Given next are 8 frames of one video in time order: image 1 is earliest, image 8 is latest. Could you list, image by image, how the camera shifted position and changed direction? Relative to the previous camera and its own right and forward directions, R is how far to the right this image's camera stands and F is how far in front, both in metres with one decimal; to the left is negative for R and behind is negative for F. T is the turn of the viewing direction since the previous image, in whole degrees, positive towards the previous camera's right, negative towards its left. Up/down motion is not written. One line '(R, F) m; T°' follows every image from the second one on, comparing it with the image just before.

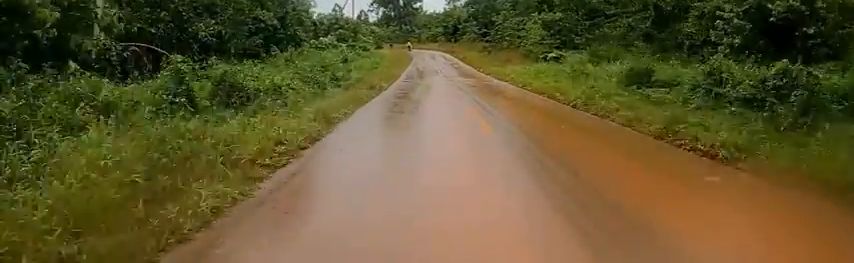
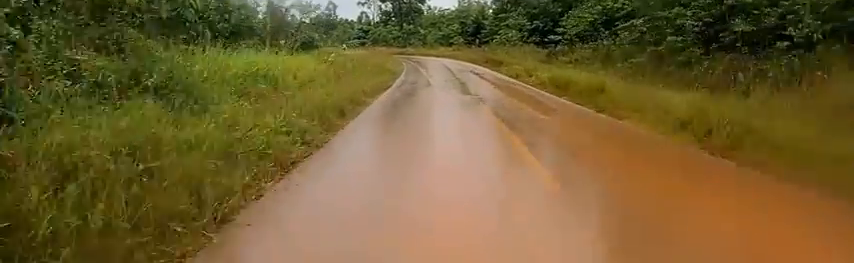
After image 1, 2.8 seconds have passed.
(-0.3, +34.3) m; 0°
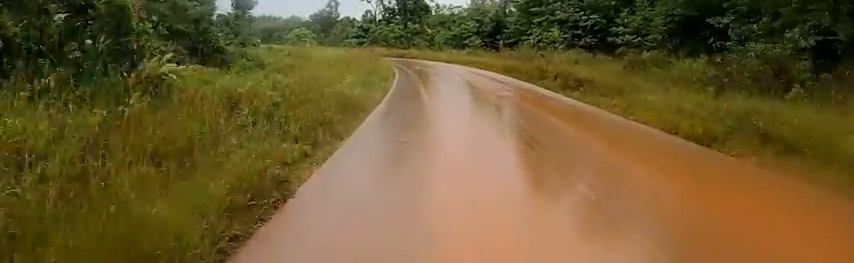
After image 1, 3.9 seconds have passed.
(-0.8, +13.6) m; -12°
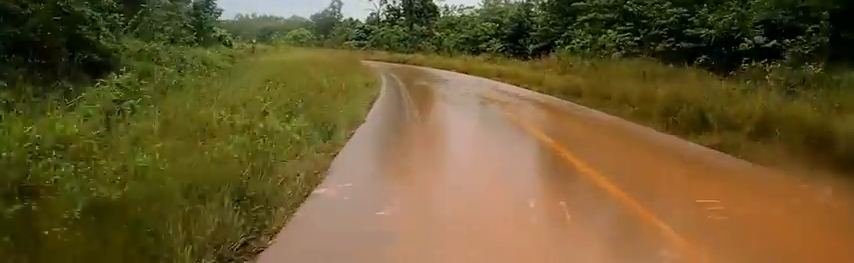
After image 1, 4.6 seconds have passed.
(-1.0, +9.5) m; -2°
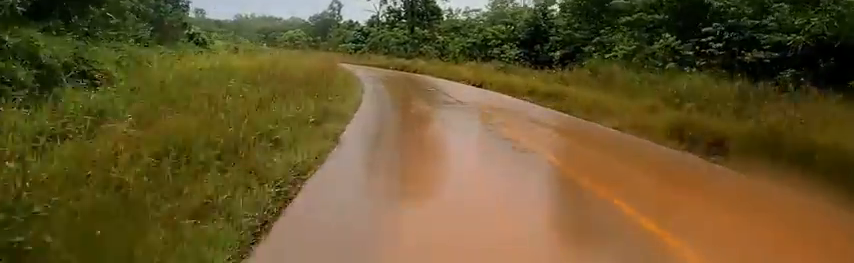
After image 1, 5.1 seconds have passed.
(-0.5, +6.2) m; 0°
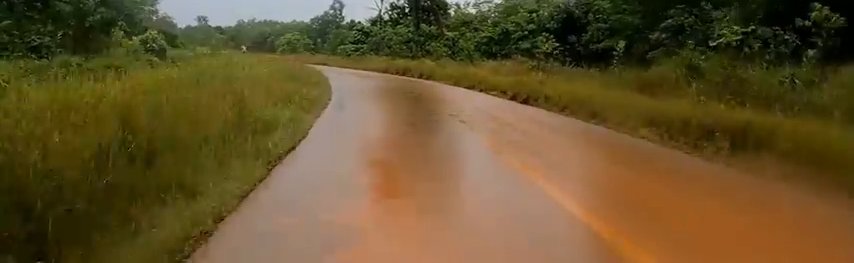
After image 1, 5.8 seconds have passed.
(+1.0, +8.6) m; 0°
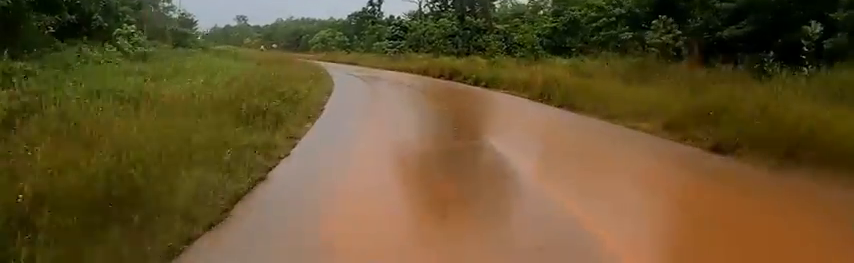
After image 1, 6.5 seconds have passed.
(-0.4, +8.2) m; -7°
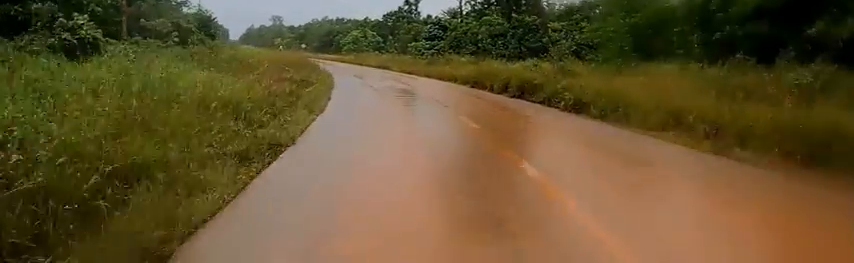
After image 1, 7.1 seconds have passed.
(-0.2, +7.4) m; -9°
